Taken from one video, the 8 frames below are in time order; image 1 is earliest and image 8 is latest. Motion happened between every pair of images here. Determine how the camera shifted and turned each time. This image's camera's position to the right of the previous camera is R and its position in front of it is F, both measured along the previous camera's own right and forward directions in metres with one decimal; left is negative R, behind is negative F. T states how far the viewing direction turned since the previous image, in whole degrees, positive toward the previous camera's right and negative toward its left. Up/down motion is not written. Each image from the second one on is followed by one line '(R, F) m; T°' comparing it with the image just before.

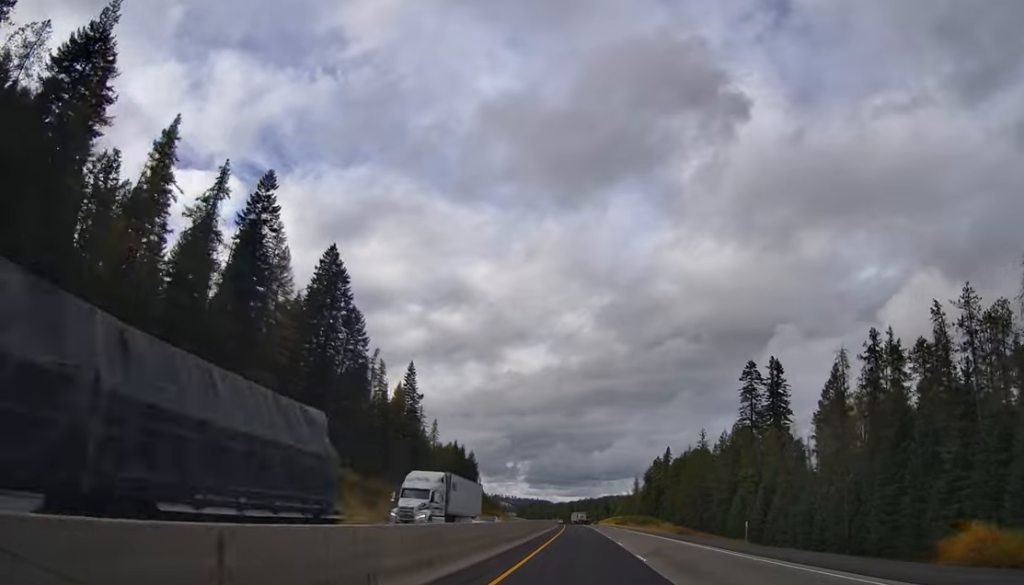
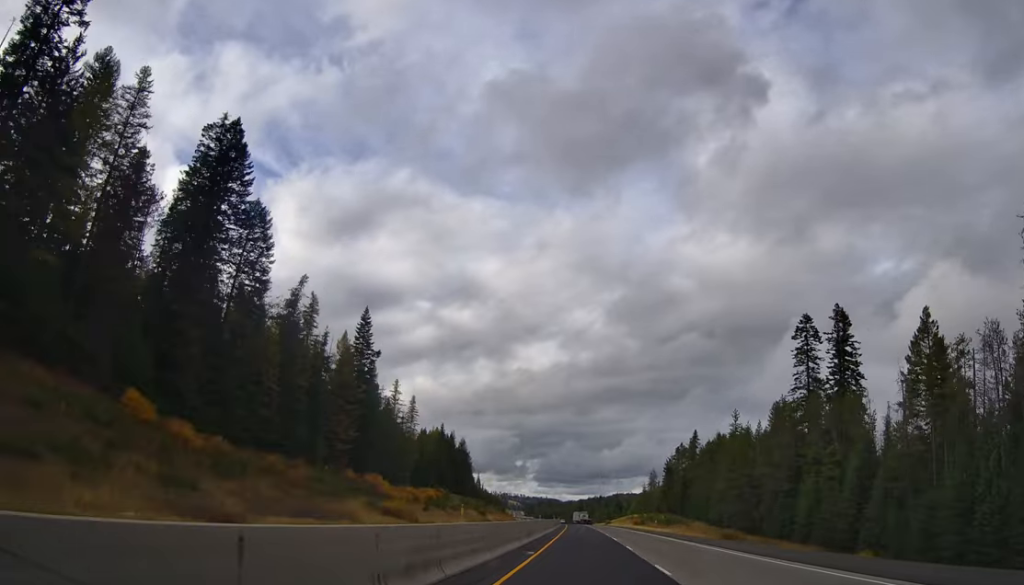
(+0.1, +41.8) m; 0°
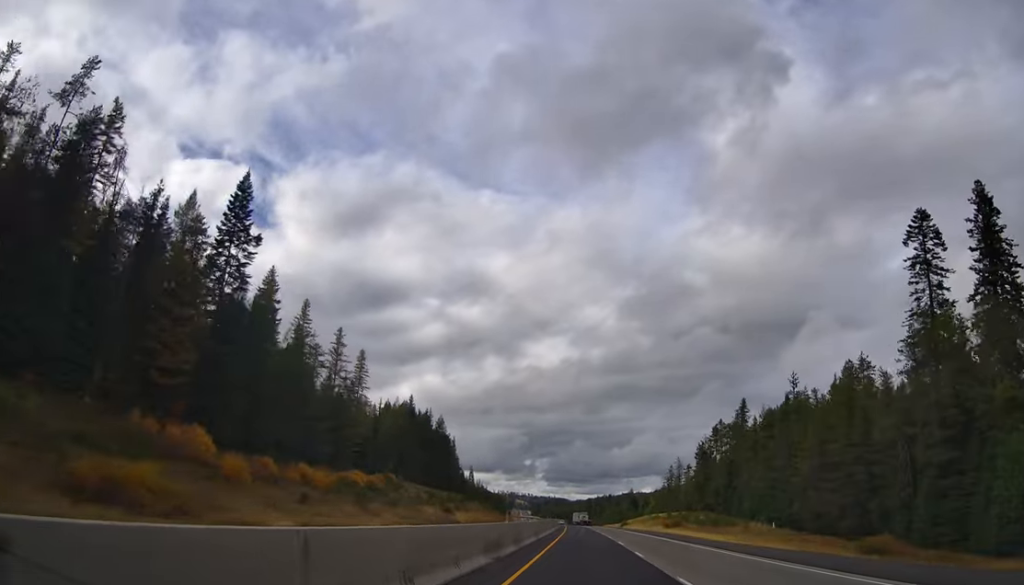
(-0.4, +52.3) m; -1°
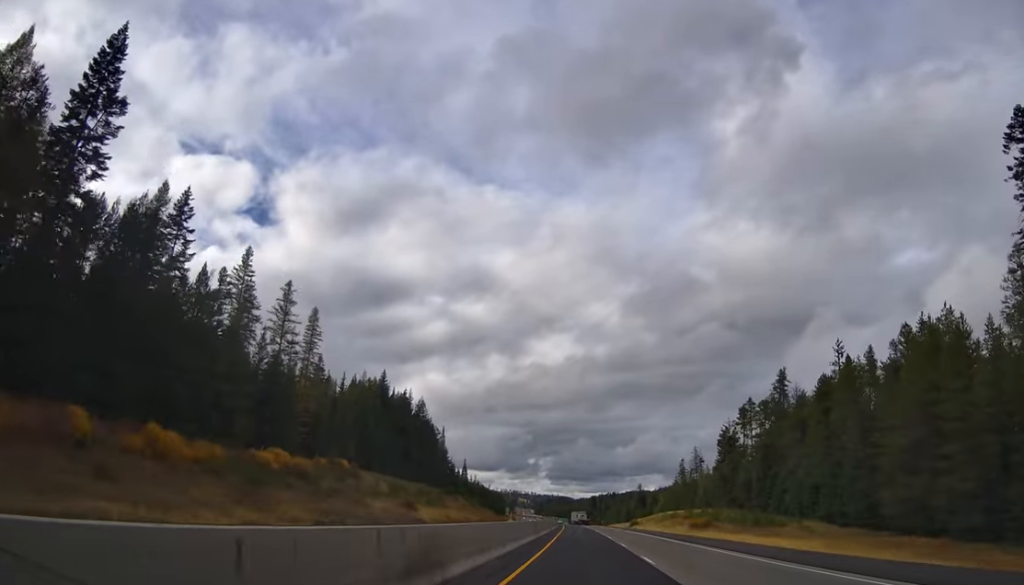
(-0.2, +28.0) m; 0°
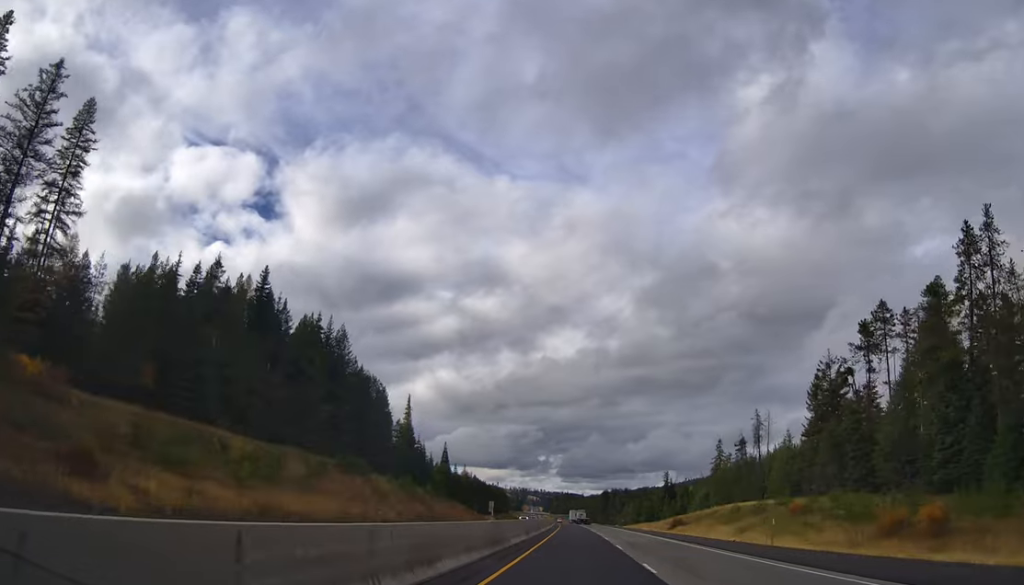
(-0.1, +64.3) m; -1°
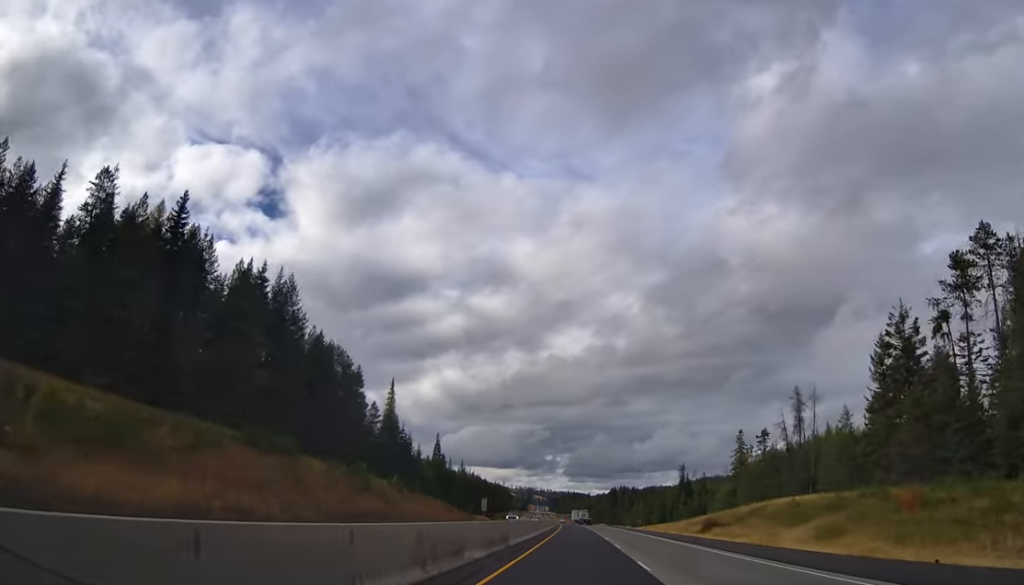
(-0.2, +23.5) m; 0°
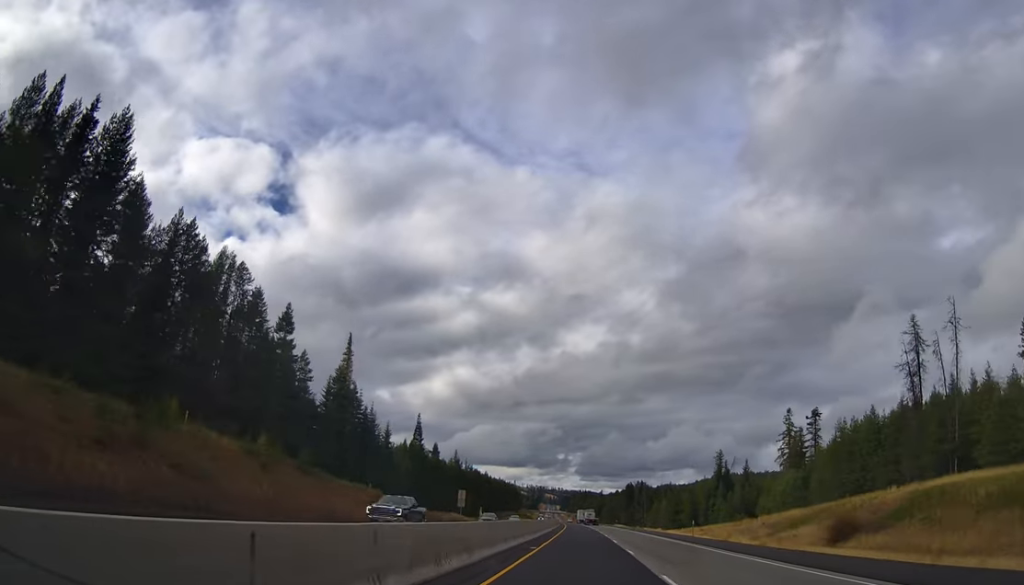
(-0.2, +41.2) m; -1°
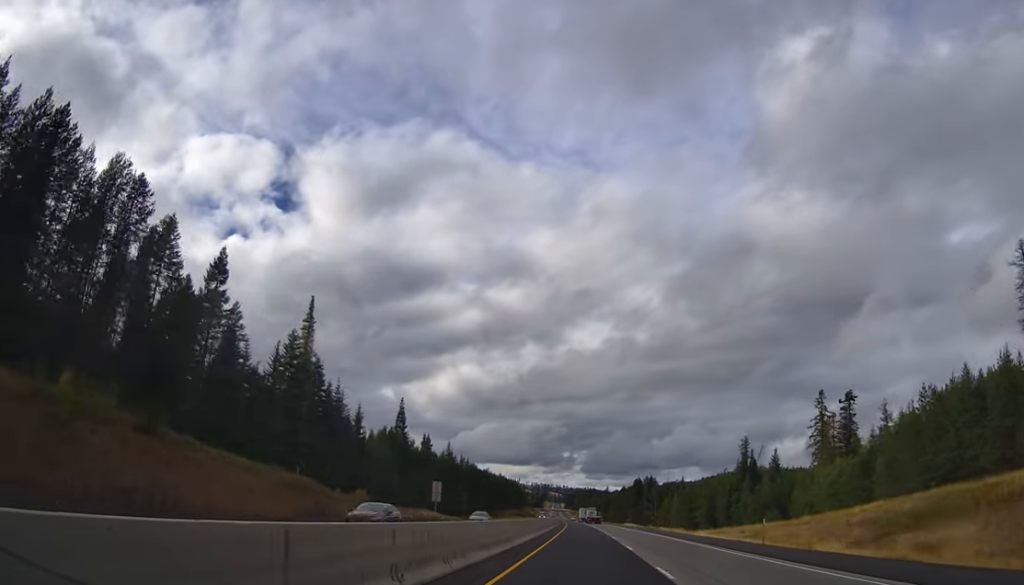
(-0.1, +22.4) m; -1°
